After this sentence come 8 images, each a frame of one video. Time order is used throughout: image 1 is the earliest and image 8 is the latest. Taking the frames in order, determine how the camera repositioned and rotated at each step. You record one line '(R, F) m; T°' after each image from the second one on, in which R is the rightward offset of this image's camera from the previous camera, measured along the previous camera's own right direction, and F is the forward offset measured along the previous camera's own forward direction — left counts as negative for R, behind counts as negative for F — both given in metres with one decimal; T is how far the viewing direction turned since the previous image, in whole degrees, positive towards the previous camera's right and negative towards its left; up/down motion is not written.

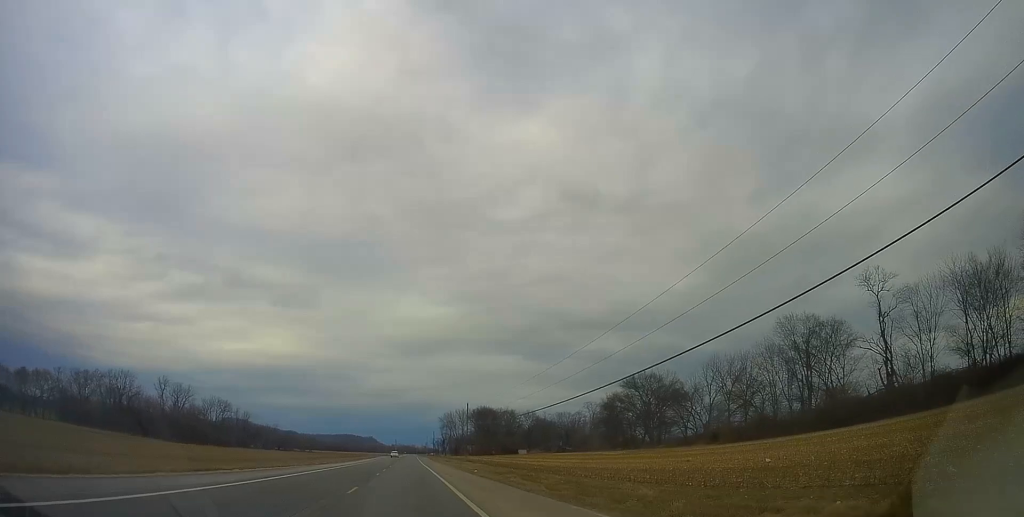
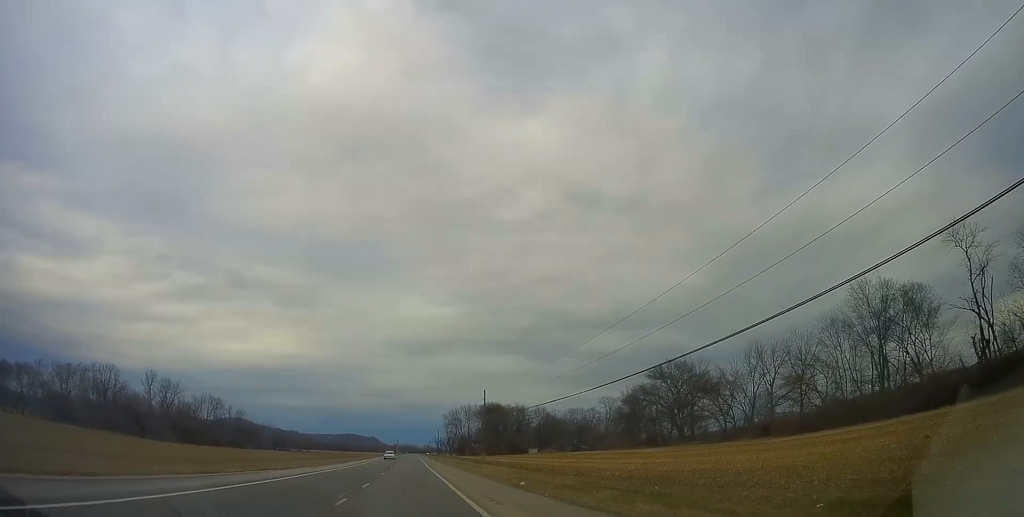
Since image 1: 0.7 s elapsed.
(-0.2, +18.0) m; 0°
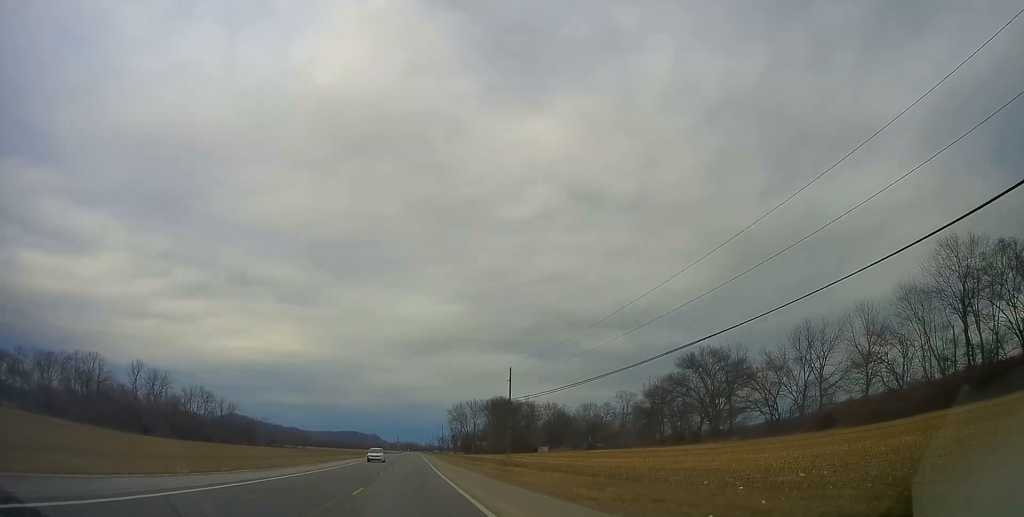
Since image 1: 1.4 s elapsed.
(-0.3, +17.1) m; 0°
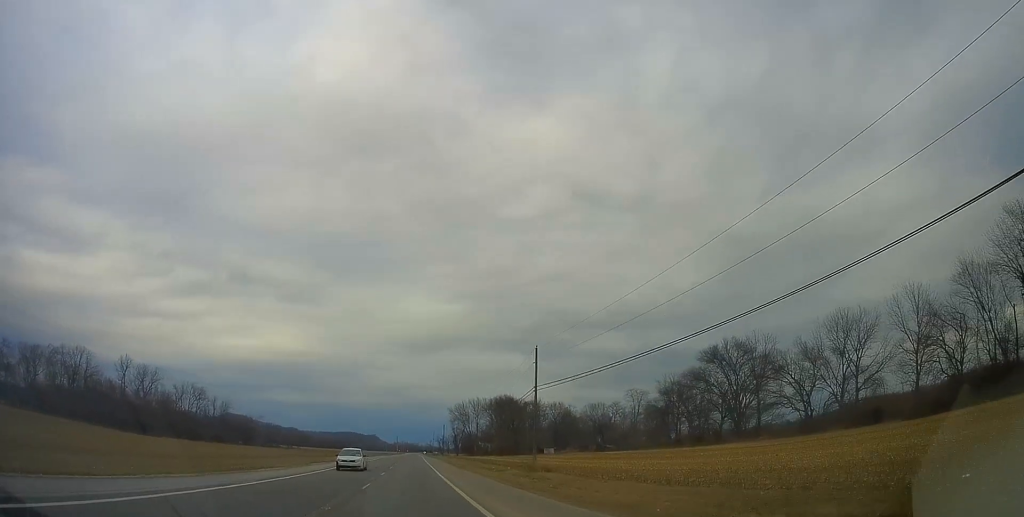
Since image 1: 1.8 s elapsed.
(+0.3, +11.1) m; 0°
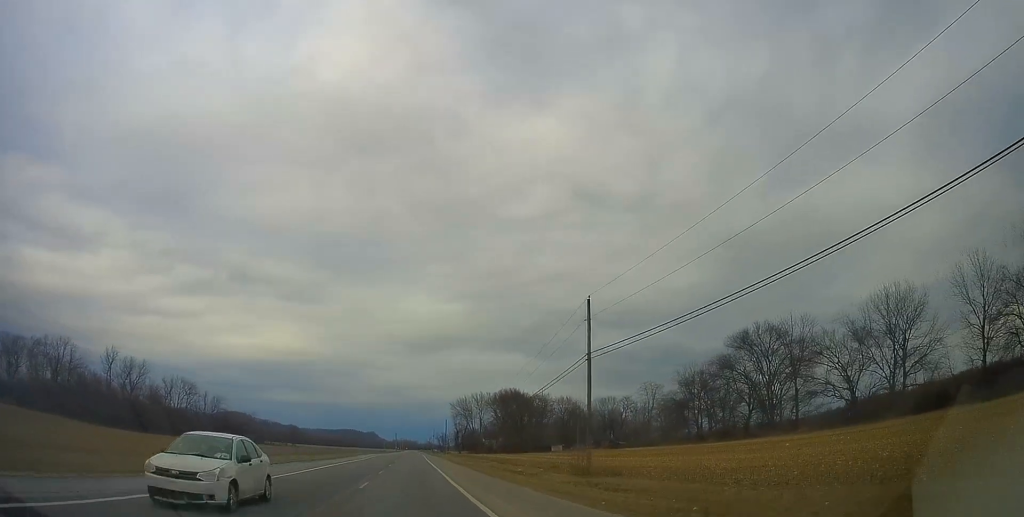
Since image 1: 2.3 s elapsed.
(+0.2, +12.9) m; 0°
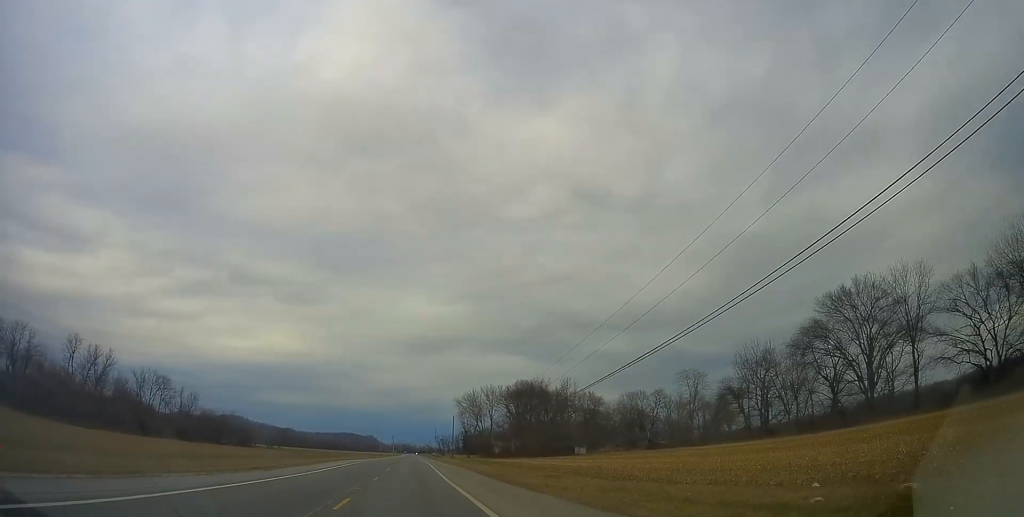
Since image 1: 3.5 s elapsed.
(-0.6, +30.2) m; 0°
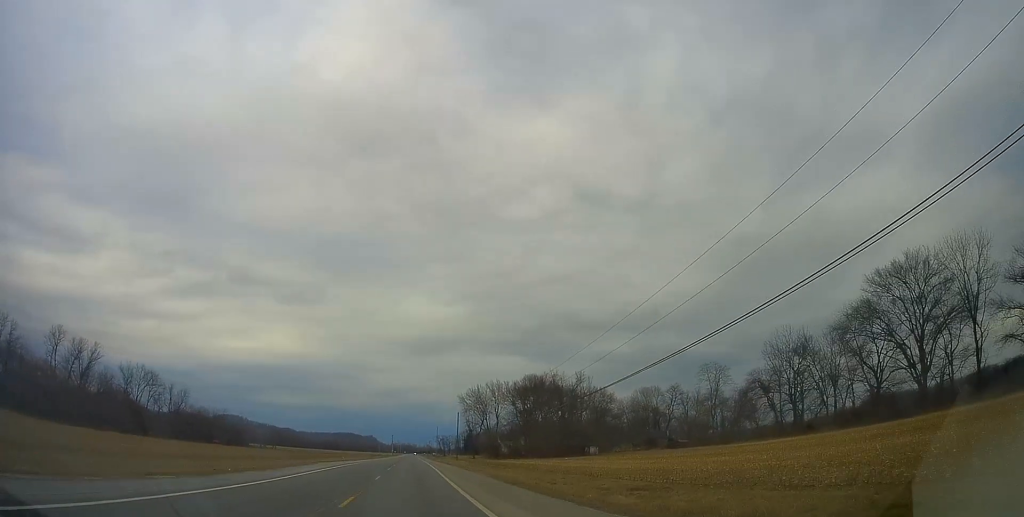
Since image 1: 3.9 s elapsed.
(+0.1, +12.1) m; +1°
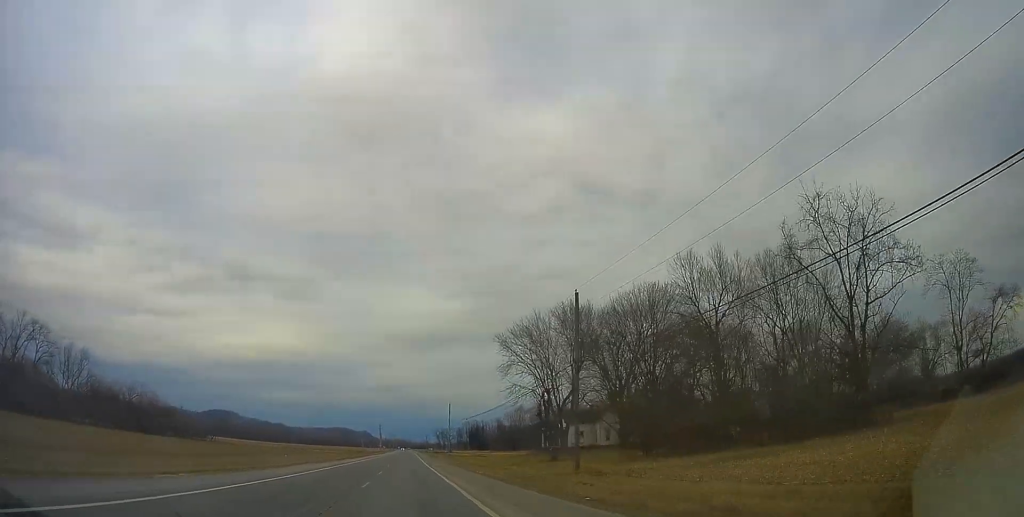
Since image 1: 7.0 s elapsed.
(+0.2, +80.6) m; -1°
